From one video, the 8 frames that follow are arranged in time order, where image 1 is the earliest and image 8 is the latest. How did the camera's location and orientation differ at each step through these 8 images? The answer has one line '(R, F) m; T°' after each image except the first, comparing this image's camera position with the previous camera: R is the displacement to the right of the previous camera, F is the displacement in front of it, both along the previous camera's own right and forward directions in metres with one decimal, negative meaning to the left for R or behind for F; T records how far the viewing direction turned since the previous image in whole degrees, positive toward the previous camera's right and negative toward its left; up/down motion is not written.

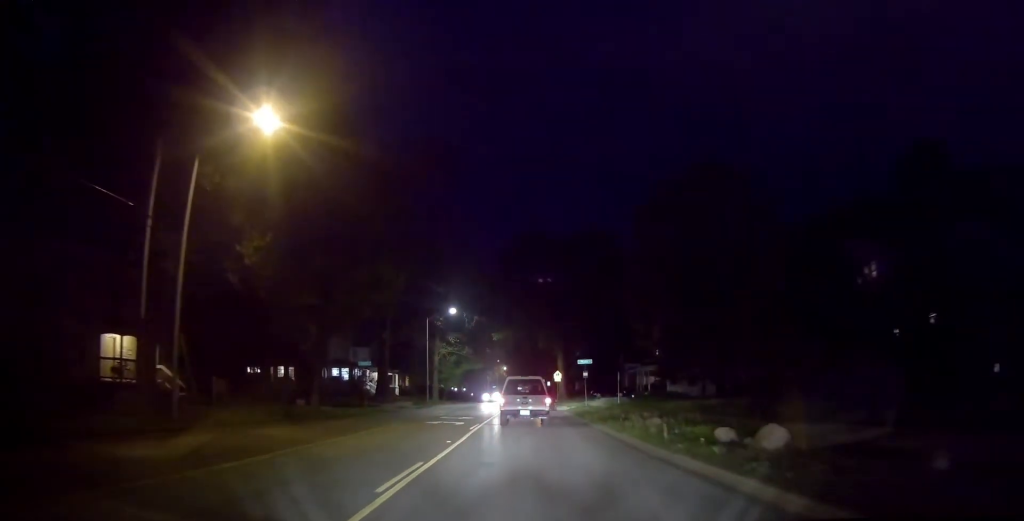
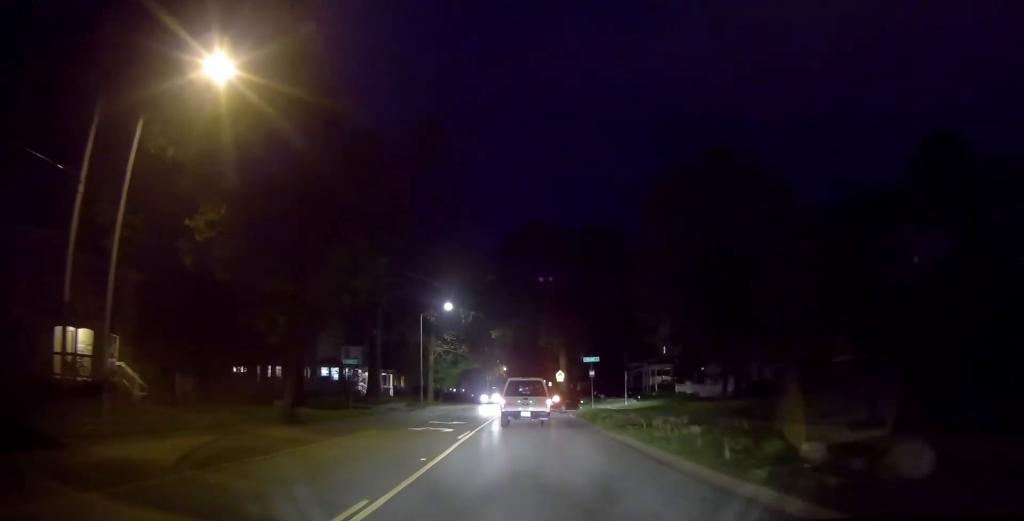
(0.0, +3.6) m; -2°
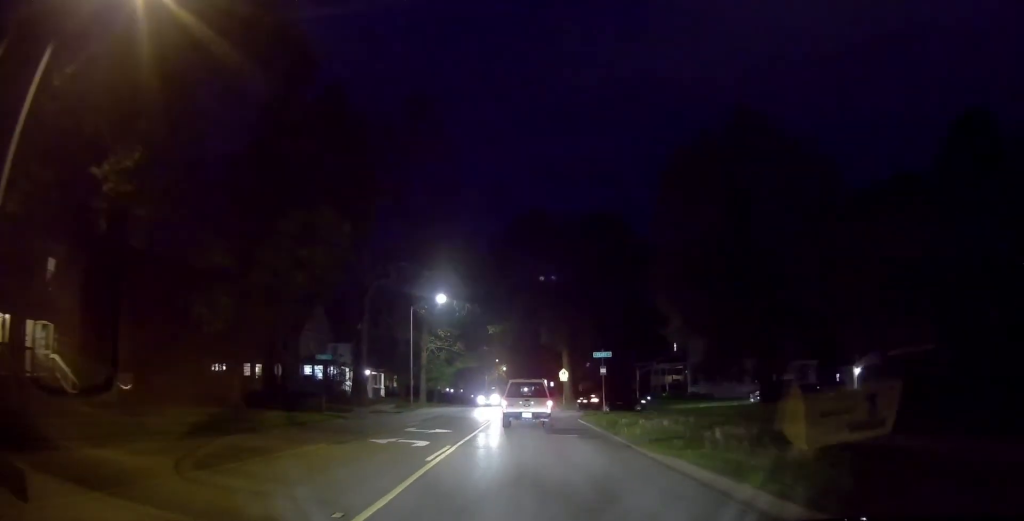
(-0.1, +5.4) m; -3°
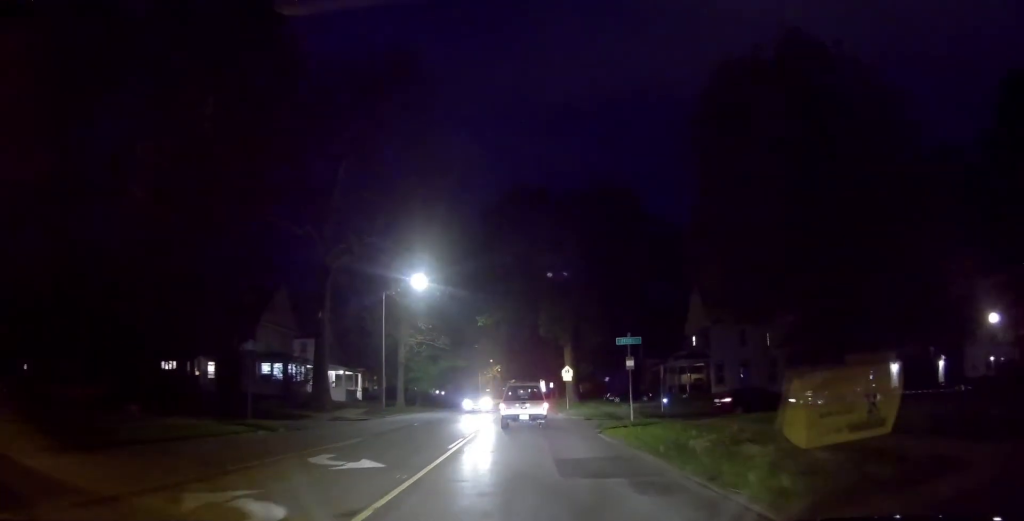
(0.0, +8.6) m; +1°
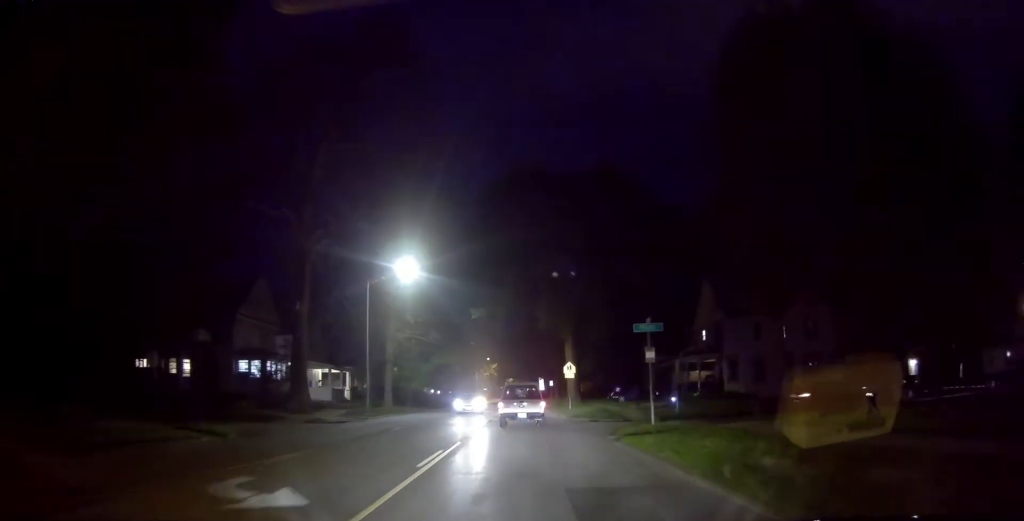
(+0.1, +3.4) m; +1°
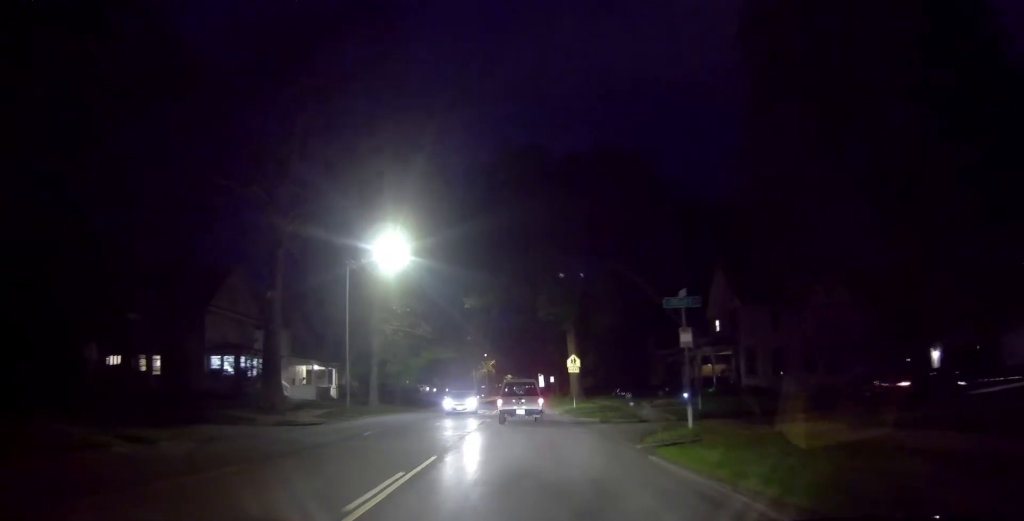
(-0.2, +4.1) m; 0°
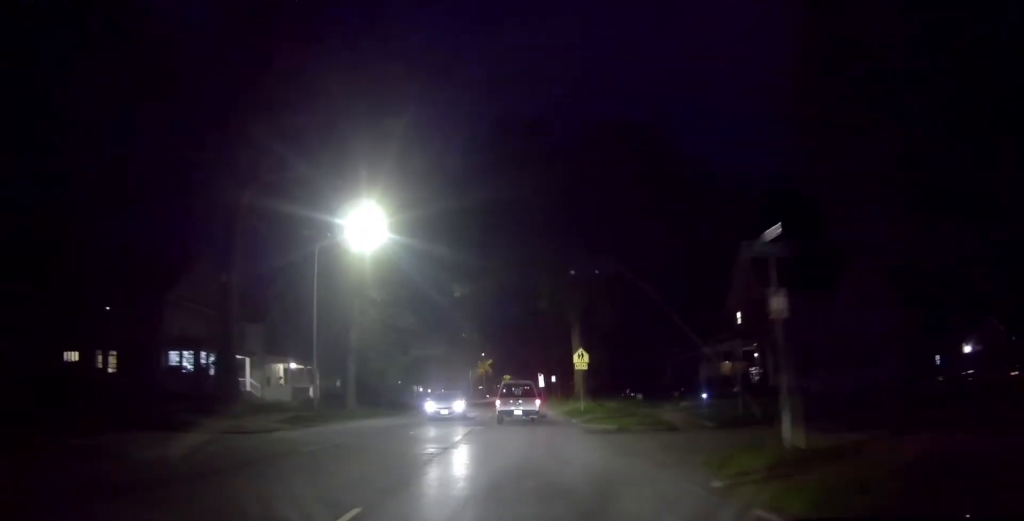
(+0.1, +4.7) m; +2°
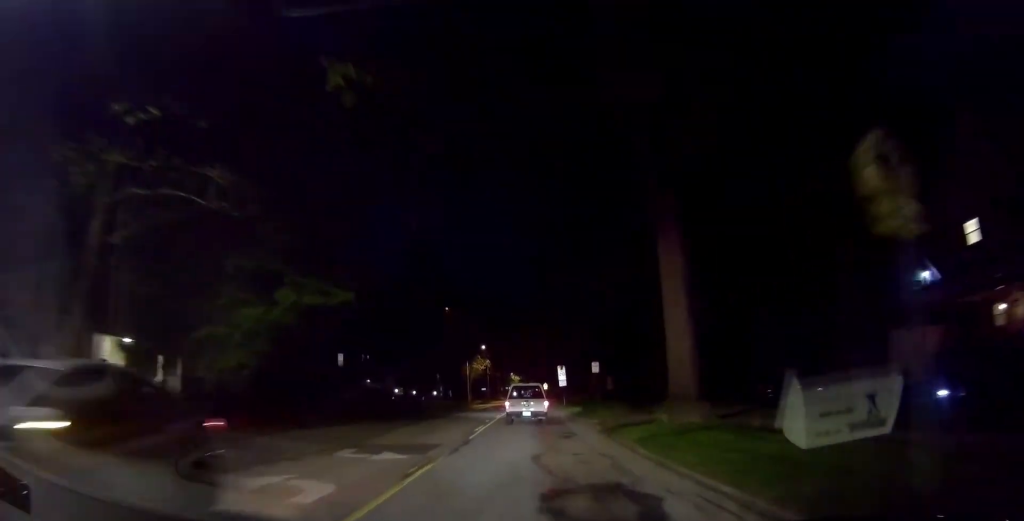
(+0.9, +23.1) m; +2°
